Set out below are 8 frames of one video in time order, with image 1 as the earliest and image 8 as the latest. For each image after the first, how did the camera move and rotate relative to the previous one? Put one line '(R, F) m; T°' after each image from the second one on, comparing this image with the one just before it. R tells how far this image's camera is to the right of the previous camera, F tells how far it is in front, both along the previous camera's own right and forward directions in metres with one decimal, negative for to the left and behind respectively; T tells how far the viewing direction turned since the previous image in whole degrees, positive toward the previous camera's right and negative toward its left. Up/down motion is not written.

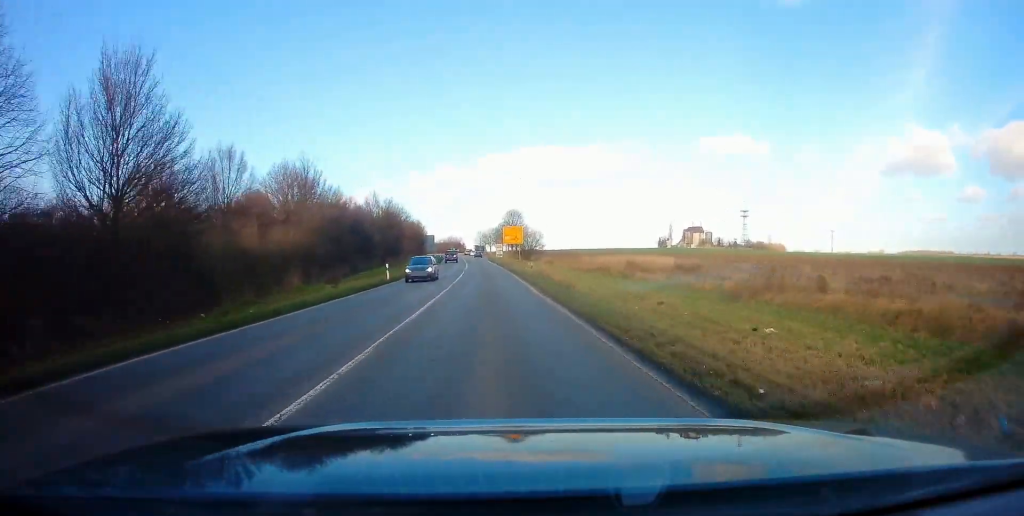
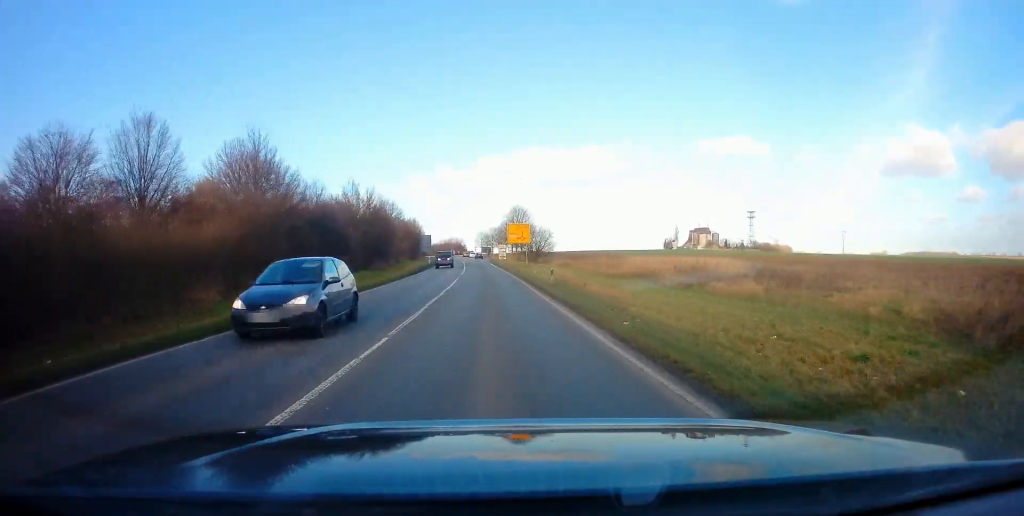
(0.0, +10.8) m; -1°
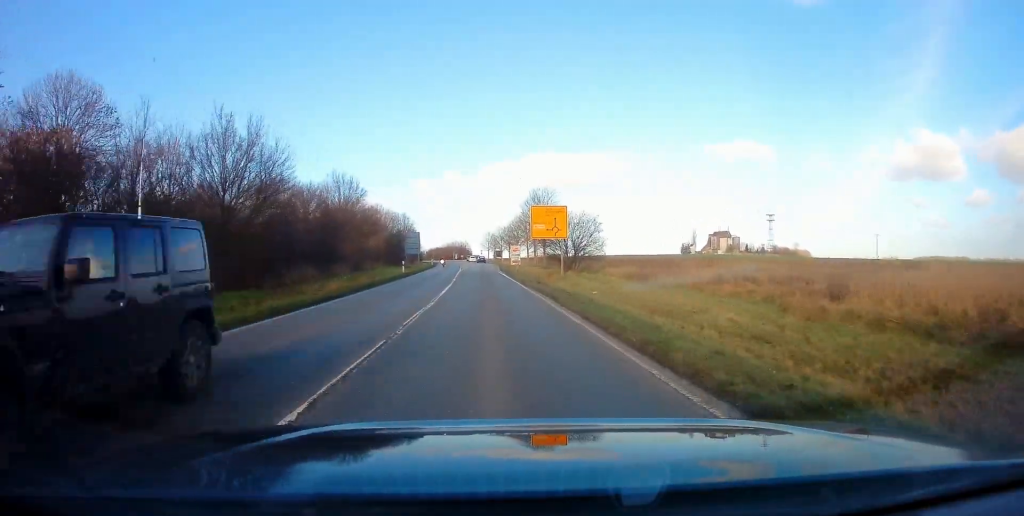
(-0.4, +28.3) m; -1°
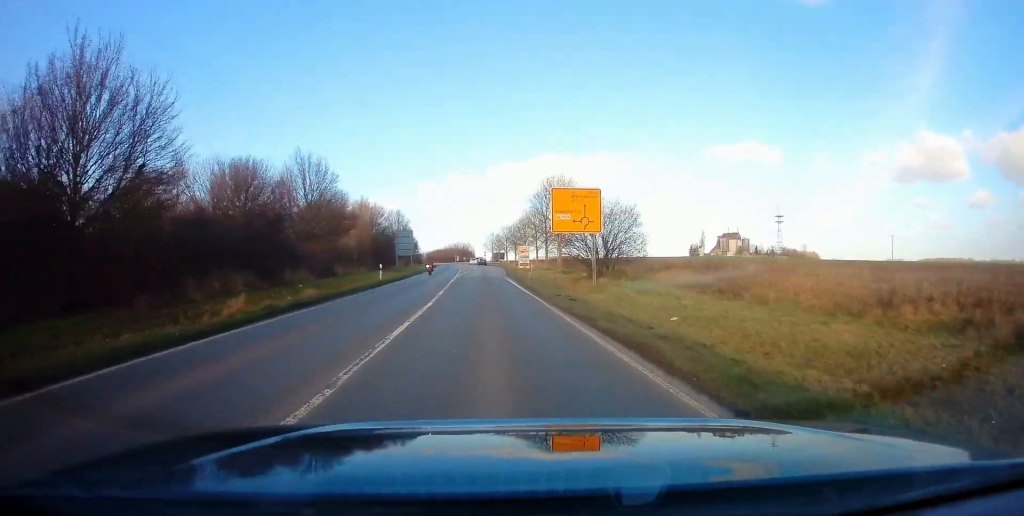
(+0.2, +11.4) m; 0°
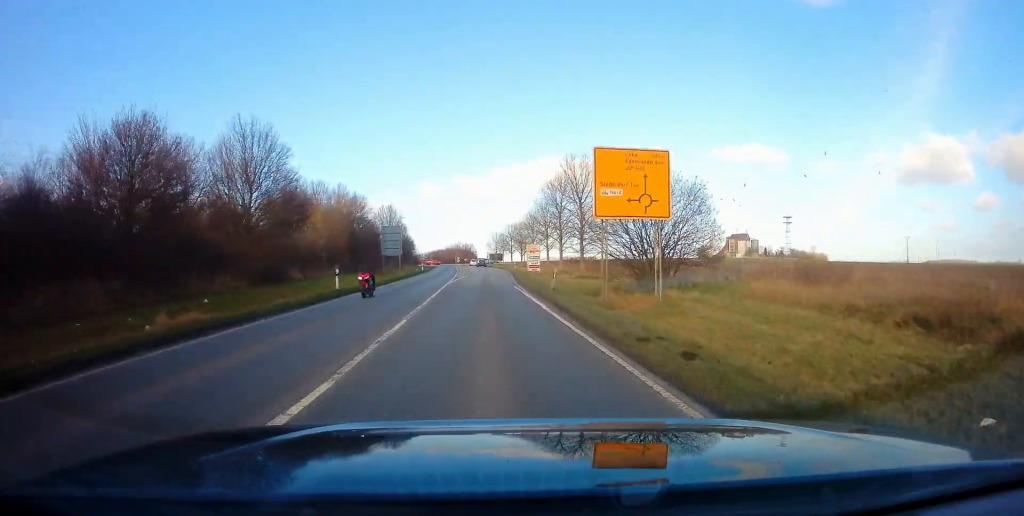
(-0.1, +11.2) m; -1°
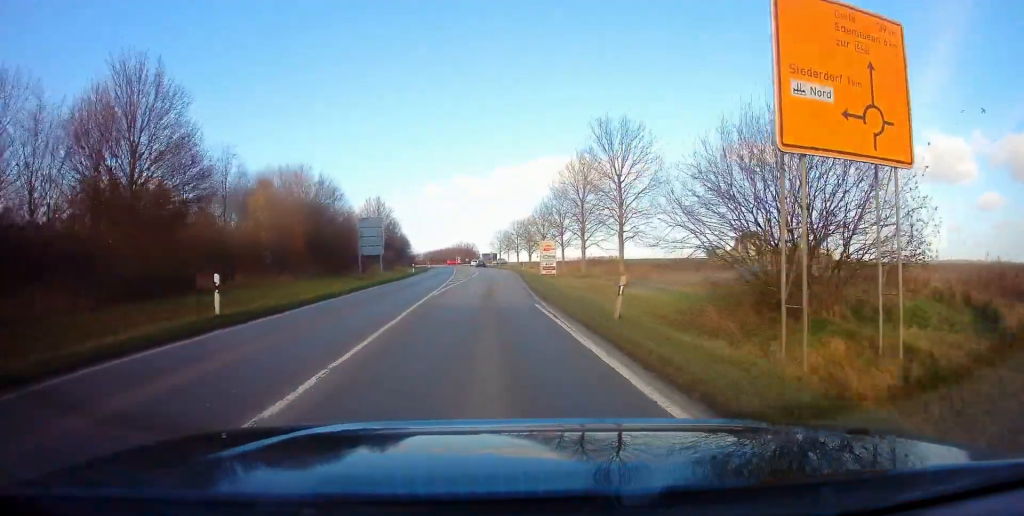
(-0.1, +11.9) m; 0°
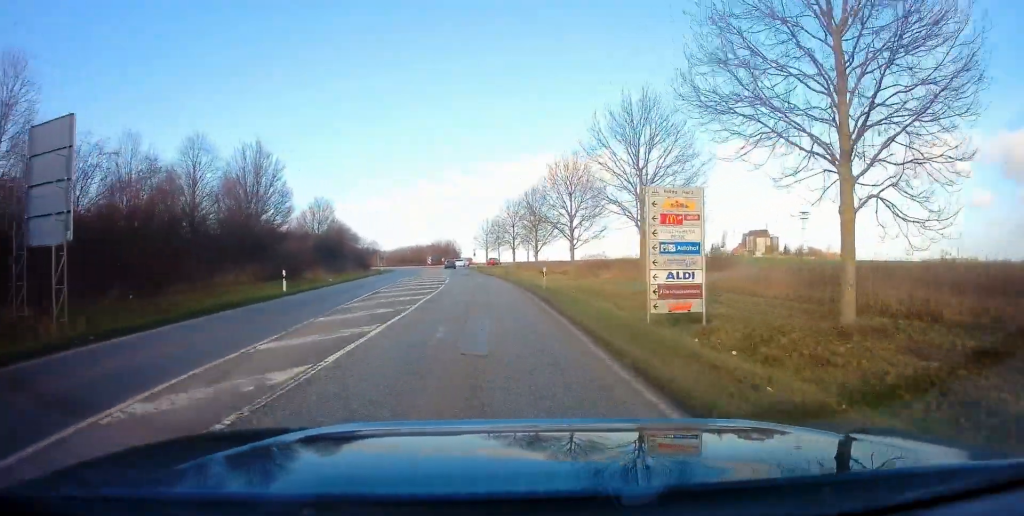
(+0.6, +36.1) m; +1°
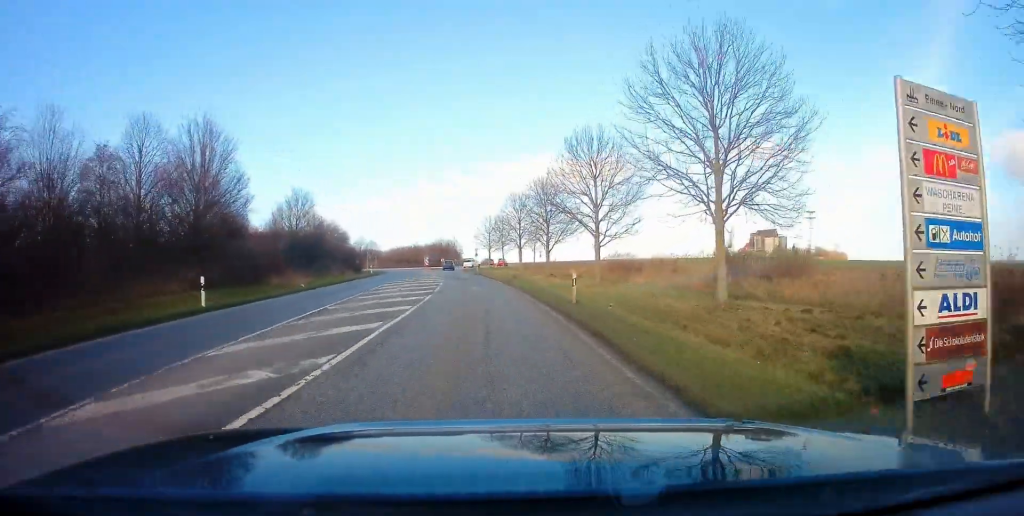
(+0.1, +8.3) m; -1°
